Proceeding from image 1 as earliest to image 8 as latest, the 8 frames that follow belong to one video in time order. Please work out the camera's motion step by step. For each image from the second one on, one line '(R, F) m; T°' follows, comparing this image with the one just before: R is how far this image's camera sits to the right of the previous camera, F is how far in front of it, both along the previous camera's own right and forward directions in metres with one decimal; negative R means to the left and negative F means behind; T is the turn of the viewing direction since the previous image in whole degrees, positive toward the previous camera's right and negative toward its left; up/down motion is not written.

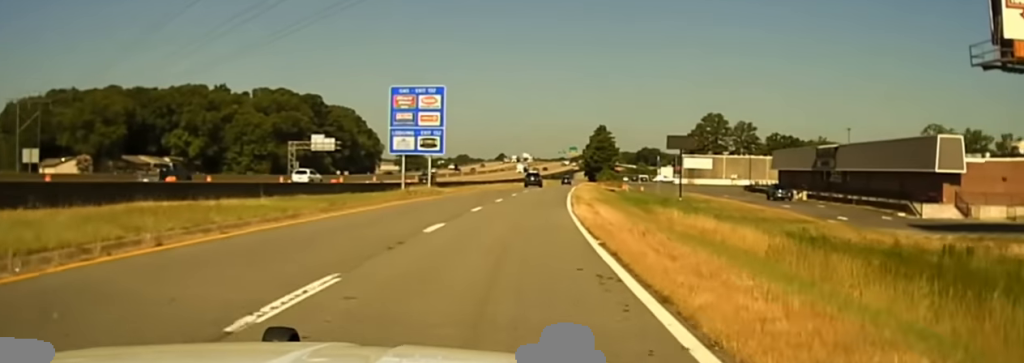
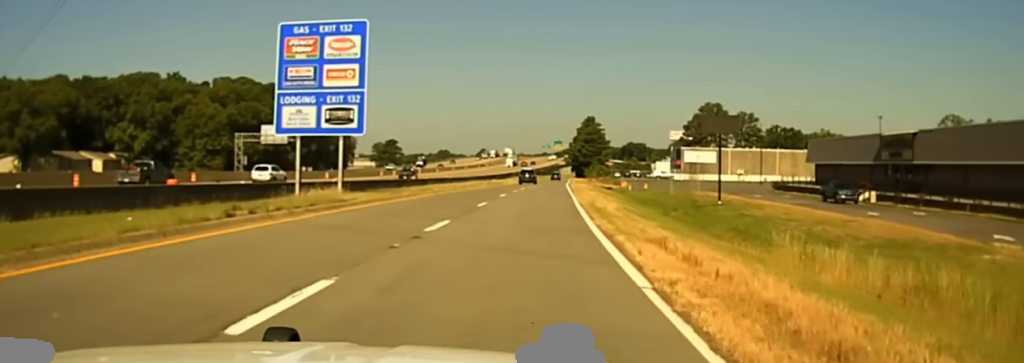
(+0.3, +23.3) m; +1°
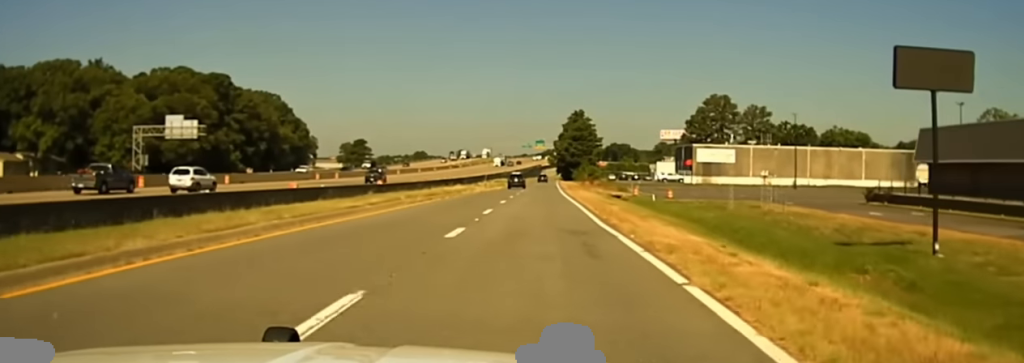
(+0.6, +37.2) m; +1°
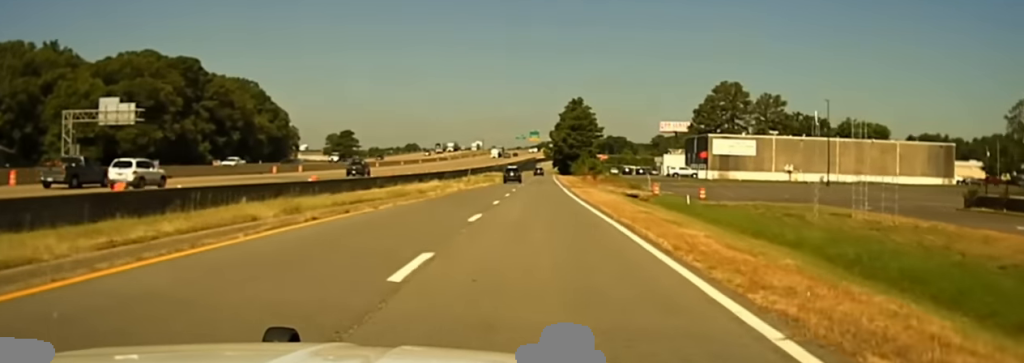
(+0.1, +19.2) m; 0°
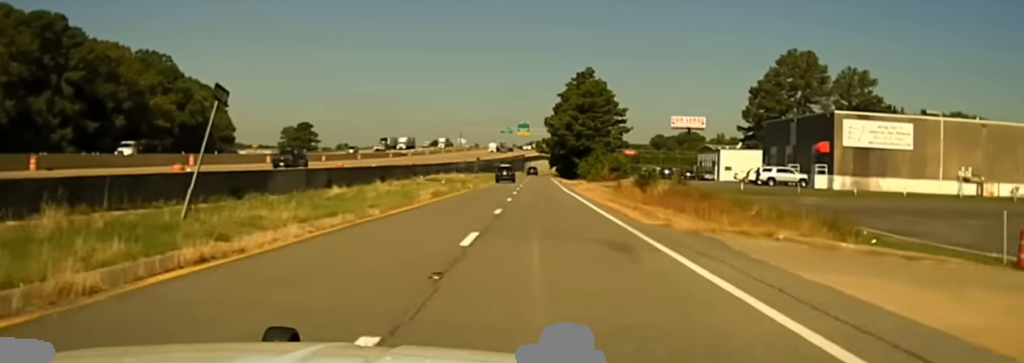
(+0.8, +66.4) m; +1°
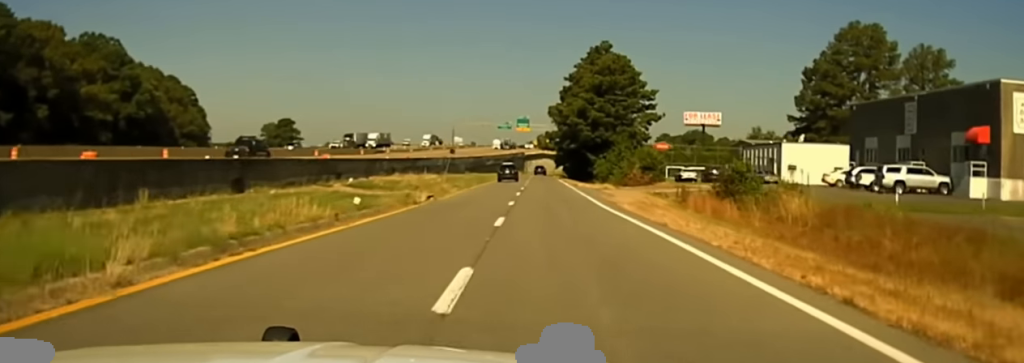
(+0.2, +29.3) m; 0°
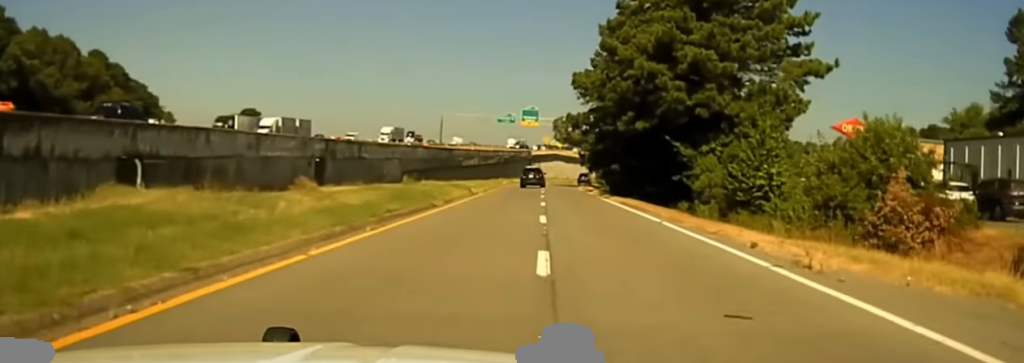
(-0.2, +55.5) m; 0°
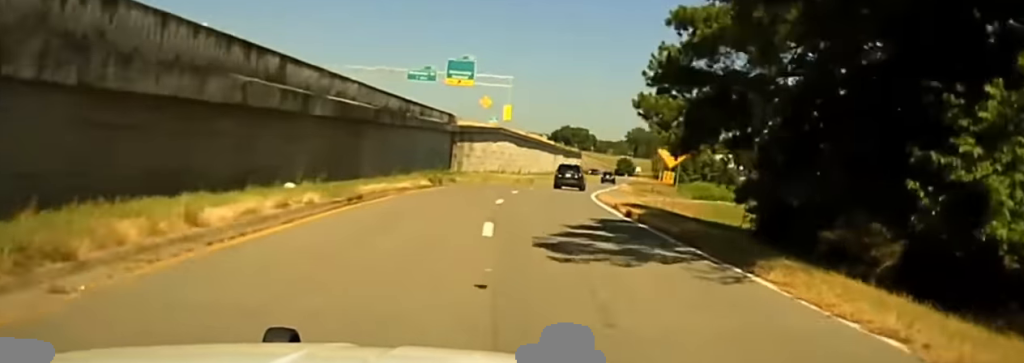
(+0.5, +80.7) m; +2°
